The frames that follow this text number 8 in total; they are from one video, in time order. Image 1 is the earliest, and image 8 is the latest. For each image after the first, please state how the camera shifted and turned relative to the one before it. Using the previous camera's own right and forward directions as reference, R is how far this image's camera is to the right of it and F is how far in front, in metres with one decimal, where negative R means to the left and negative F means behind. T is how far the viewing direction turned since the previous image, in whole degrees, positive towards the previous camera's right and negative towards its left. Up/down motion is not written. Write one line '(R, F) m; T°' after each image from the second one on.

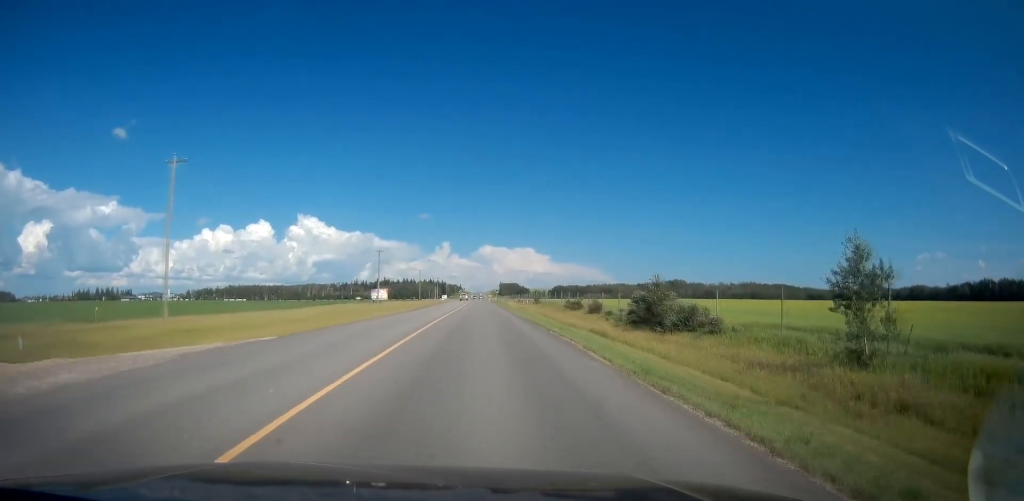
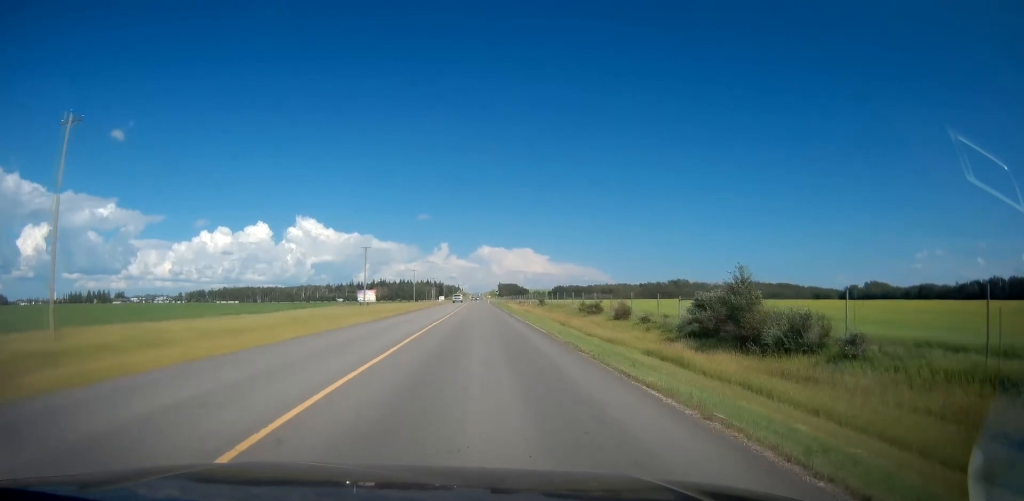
(0.0, +12.7) m; 0°
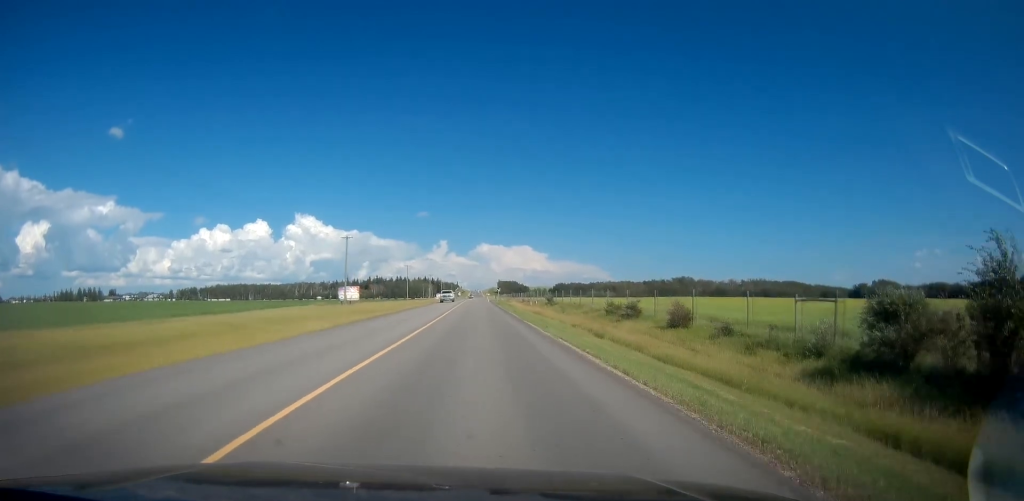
(0.0, +14.9) m; 0°
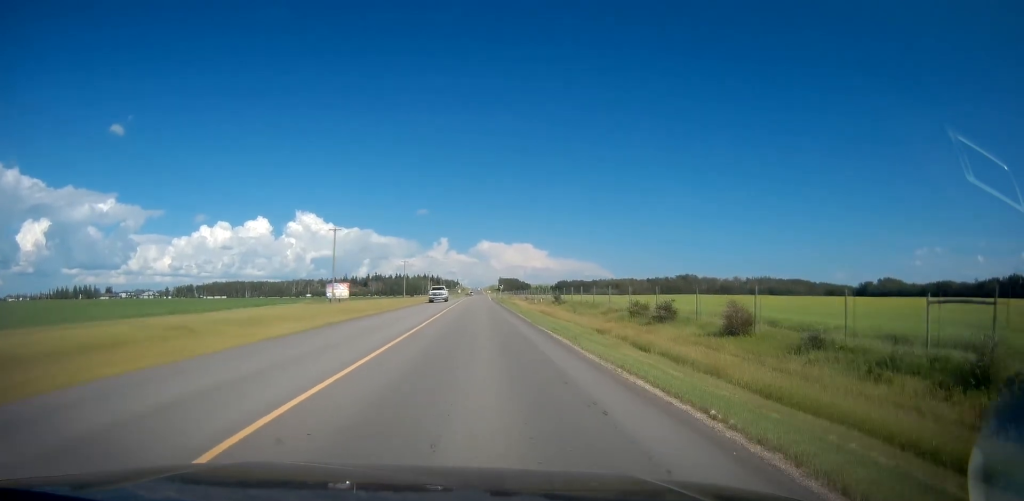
(0.0, +8.3) m; 0°
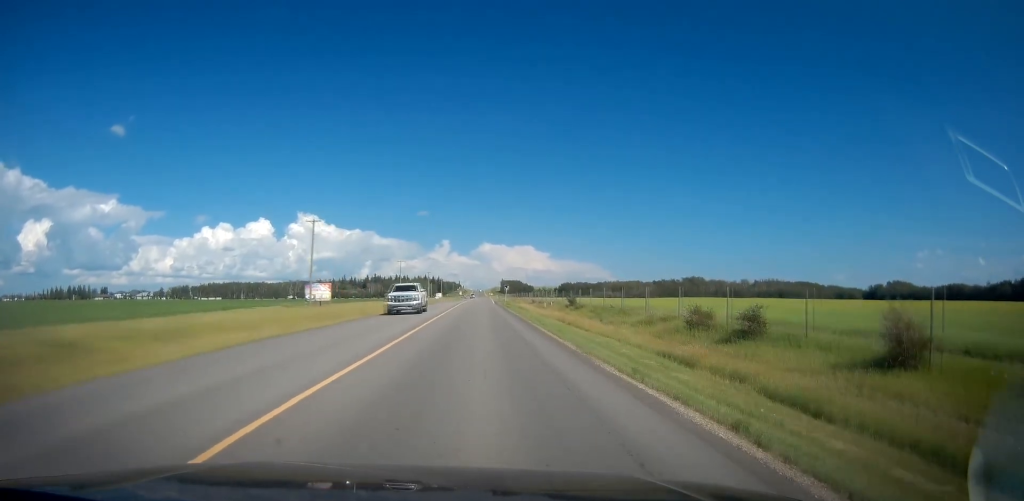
(0.0, +12.2) m; 0°
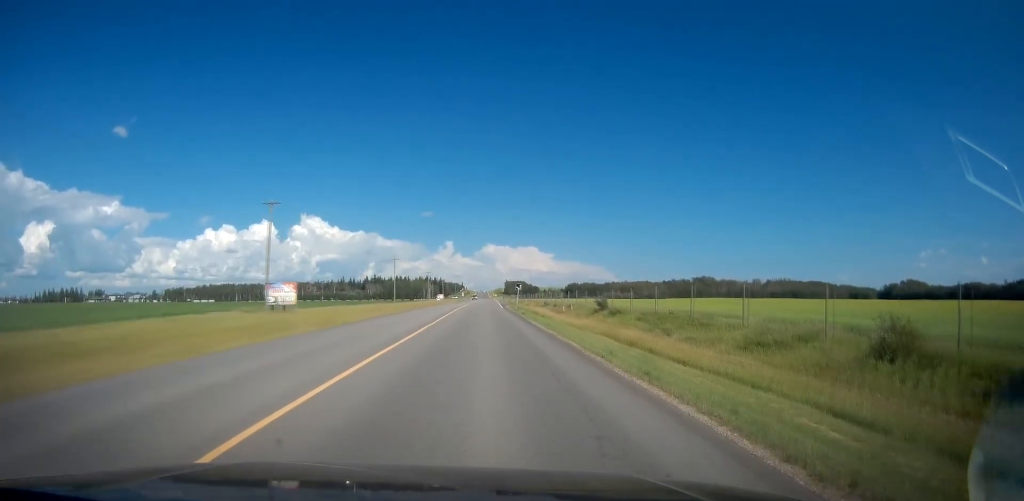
(0.0, +16.8) m; 0°
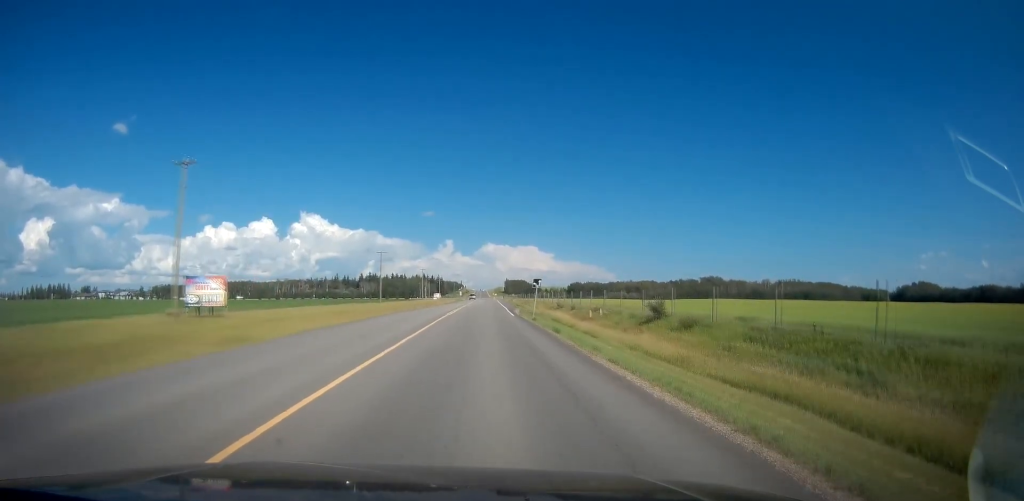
(0.0, +18.6) m; 0°
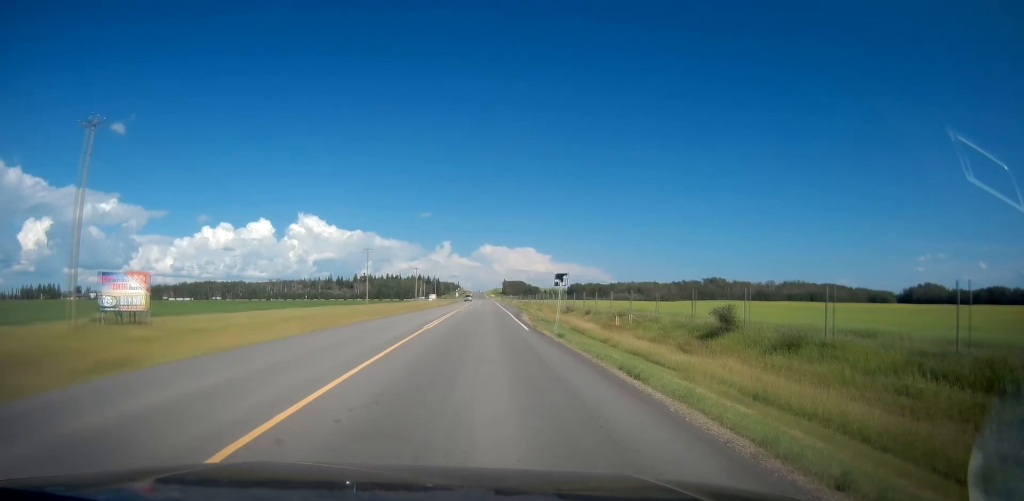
(0.0, +11.9) m; 0°
